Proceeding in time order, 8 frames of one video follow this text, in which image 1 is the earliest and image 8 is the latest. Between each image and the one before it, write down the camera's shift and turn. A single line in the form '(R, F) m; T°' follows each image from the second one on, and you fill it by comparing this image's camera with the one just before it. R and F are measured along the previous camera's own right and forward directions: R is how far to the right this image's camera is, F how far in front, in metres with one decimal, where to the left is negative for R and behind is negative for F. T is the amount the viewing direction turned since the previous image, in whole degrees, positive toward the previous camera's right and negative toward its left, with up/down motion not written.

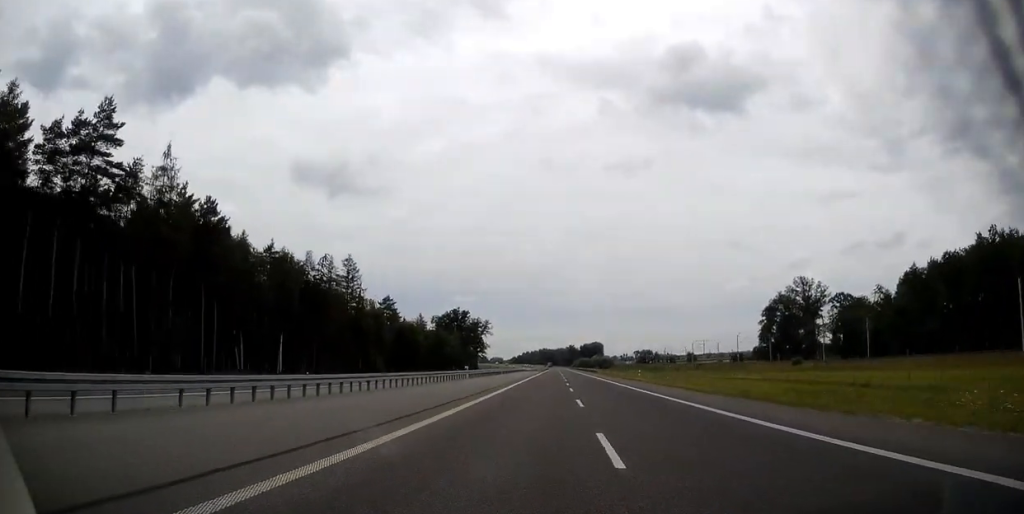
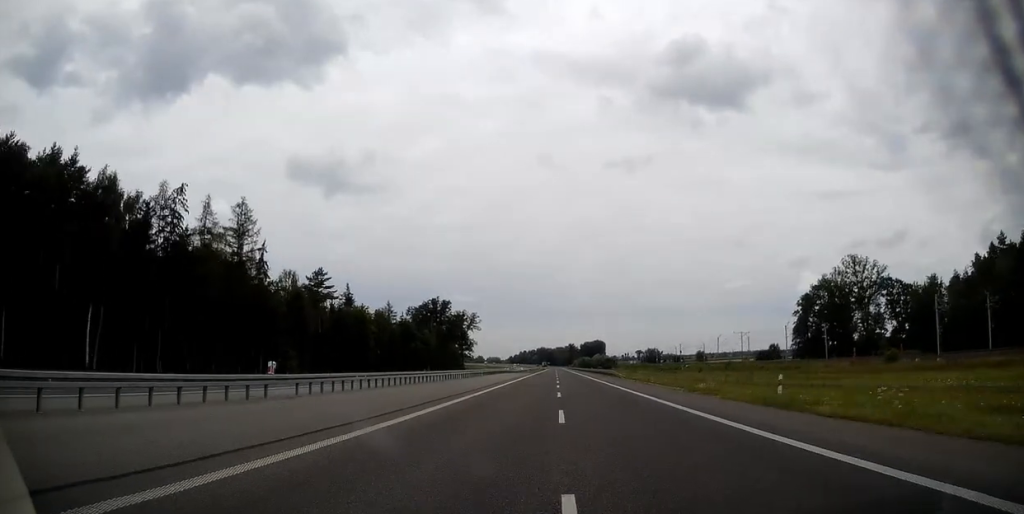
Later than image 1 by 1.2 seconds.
(+0.1, +41.6) m; 0°
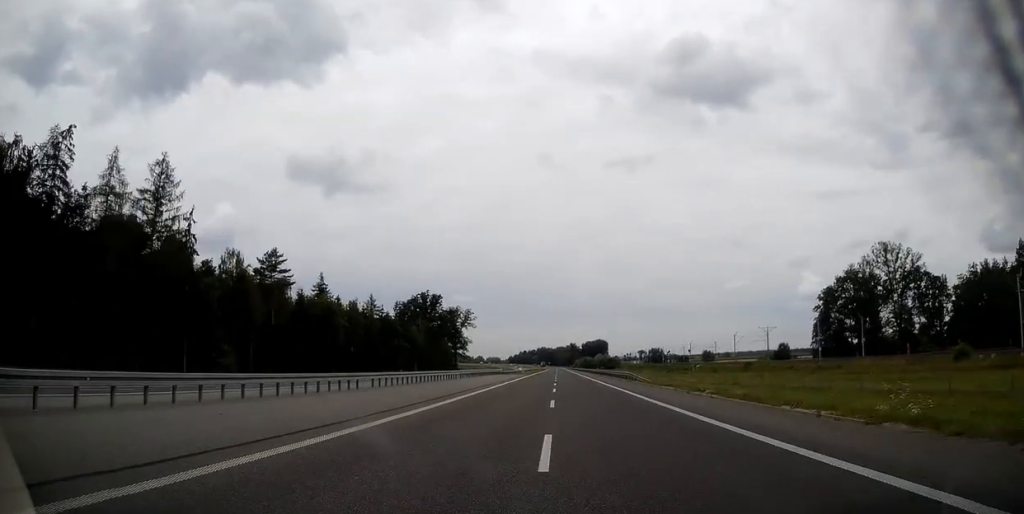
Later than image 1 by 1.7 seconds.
(0.0, +18.5) m; 0°
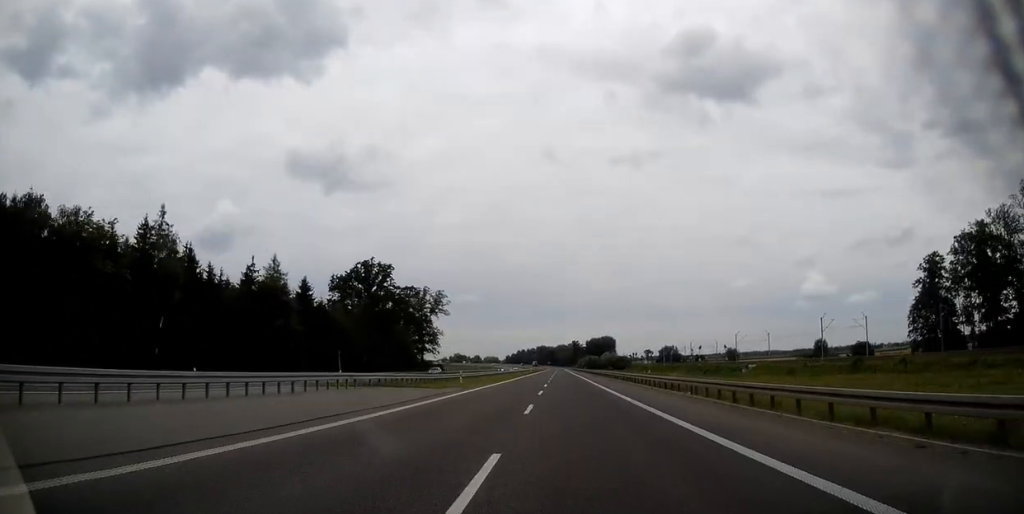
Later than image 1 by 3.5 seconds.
(0.0, +62.3) m; 0°
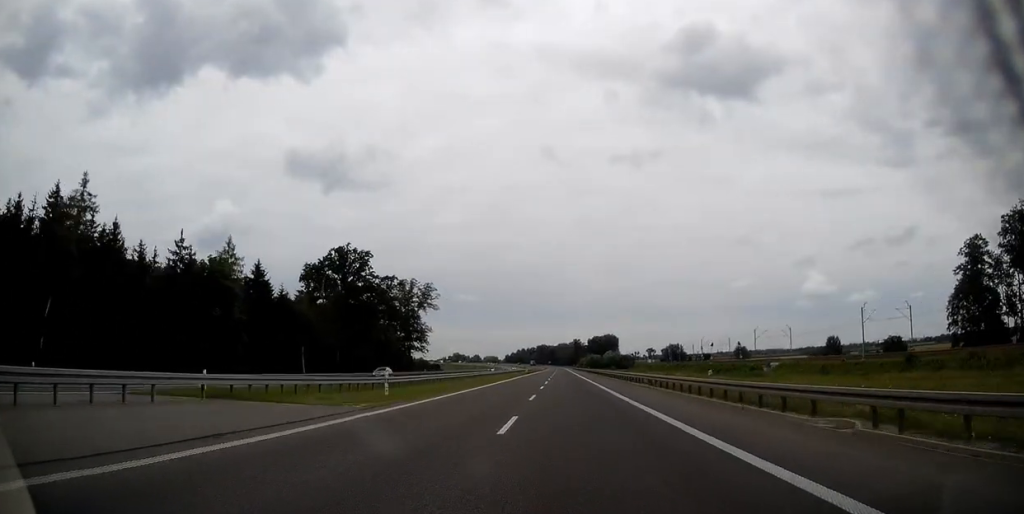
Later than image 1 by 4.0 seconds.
(0.0, +17.3) m; 0°
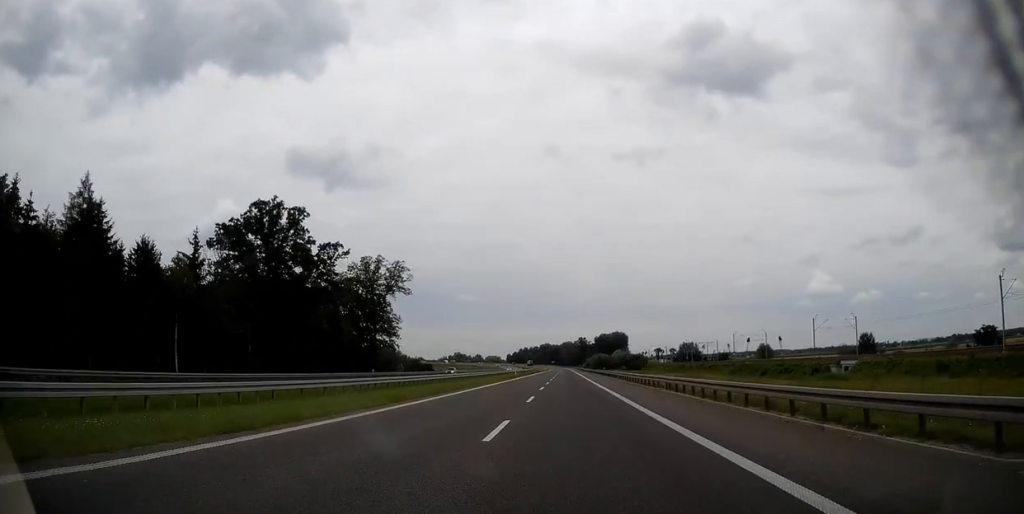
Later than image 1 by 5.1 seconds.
(0.0, +37.0) m; 0°
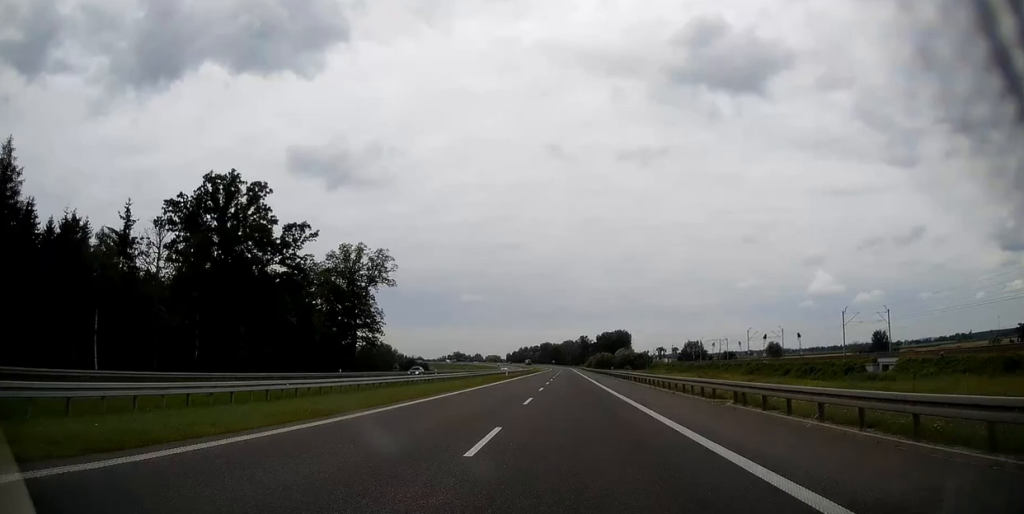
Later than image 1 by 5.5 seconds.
(0.0, +13.9) m; 0°
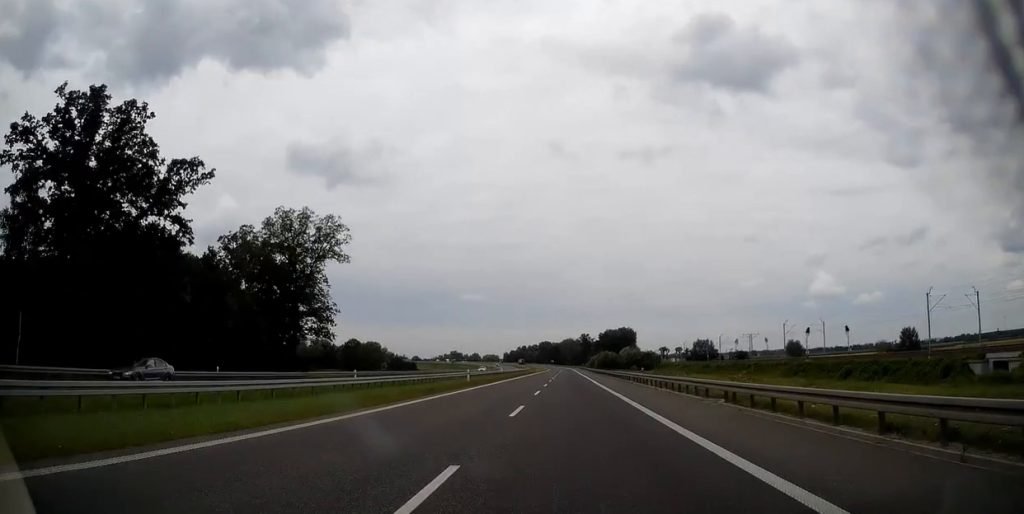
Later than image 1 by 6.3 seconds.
(0.0, +28.9) m; 0°
